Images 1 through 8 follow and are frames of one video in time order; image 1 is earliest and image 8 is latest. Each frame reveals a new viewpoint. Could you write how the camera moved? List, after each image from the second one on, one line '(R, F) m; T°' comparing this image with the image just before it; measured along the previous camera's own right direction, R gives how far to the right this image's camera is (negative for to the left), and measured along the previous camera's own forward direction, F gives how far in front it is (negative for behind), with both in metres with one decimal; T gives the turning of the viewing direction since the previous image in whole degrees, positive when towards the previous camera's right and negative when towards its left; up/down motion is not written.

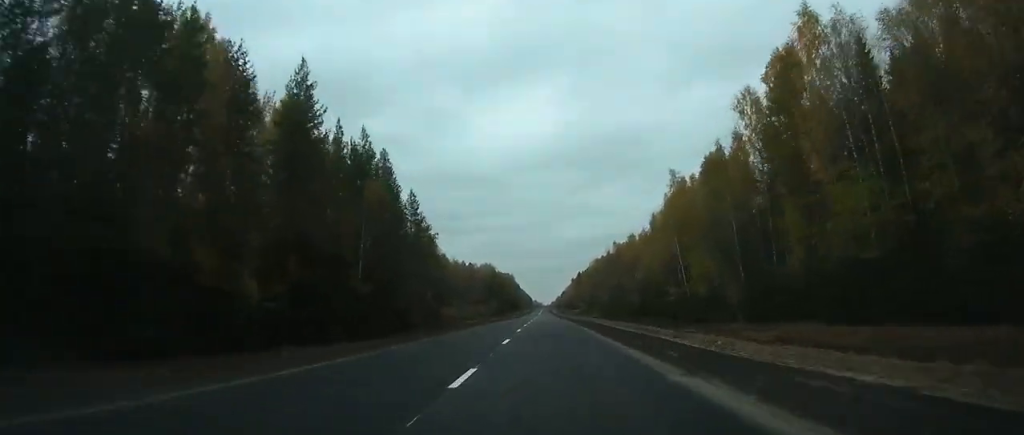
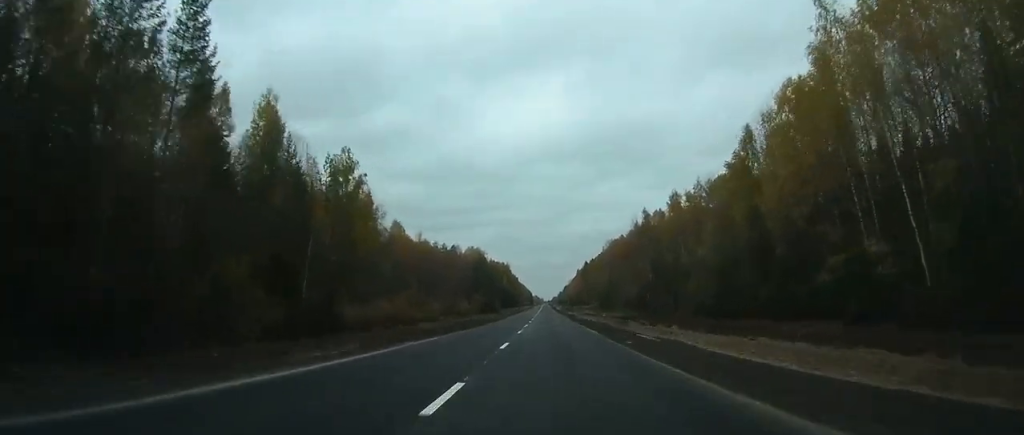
(-0.3, +62.2) m; 0°
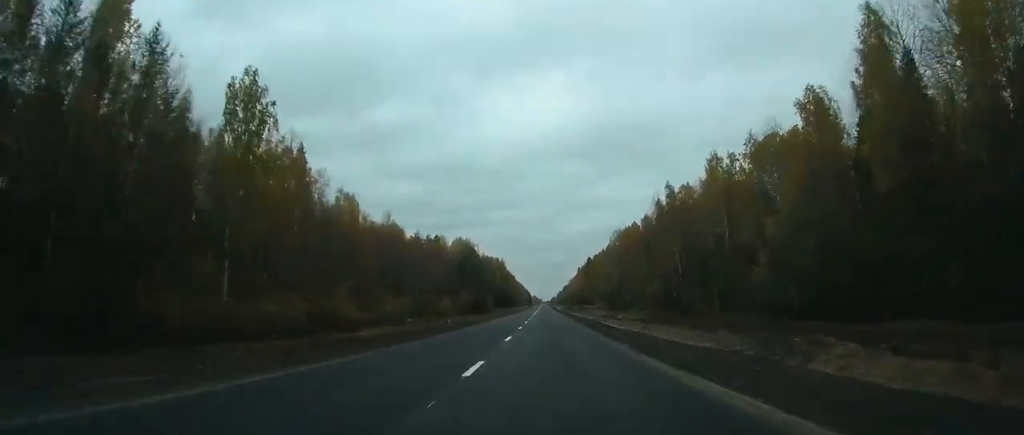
(0.0, +31.2) m; 0°
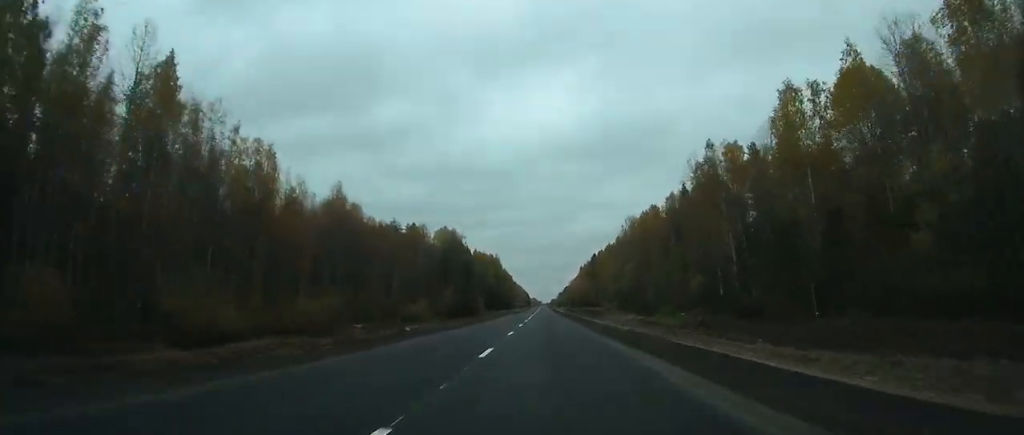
(0.0, +30.9) m; 0°
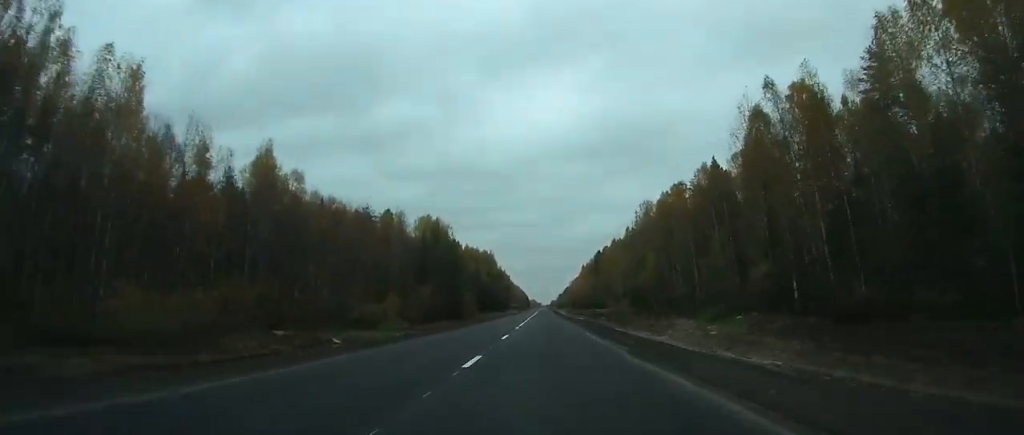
(0.0, +25.5) m; 0°
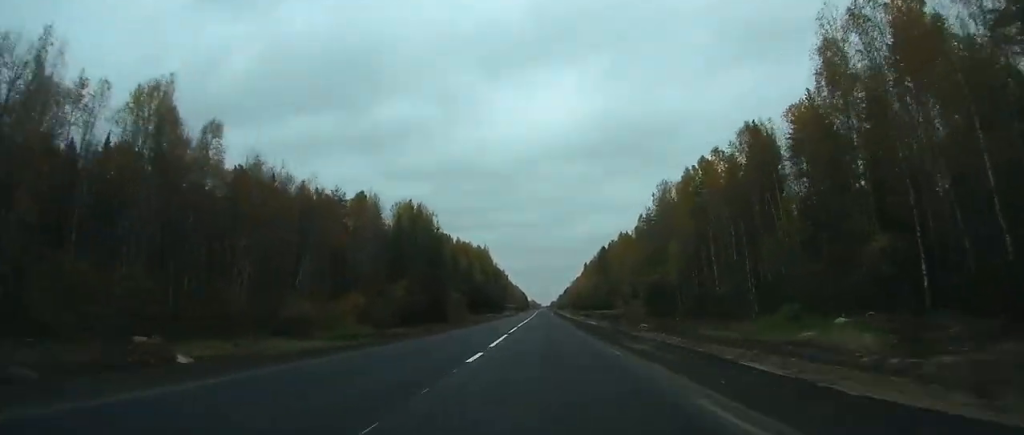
(0.0, +23.5) m; 0°
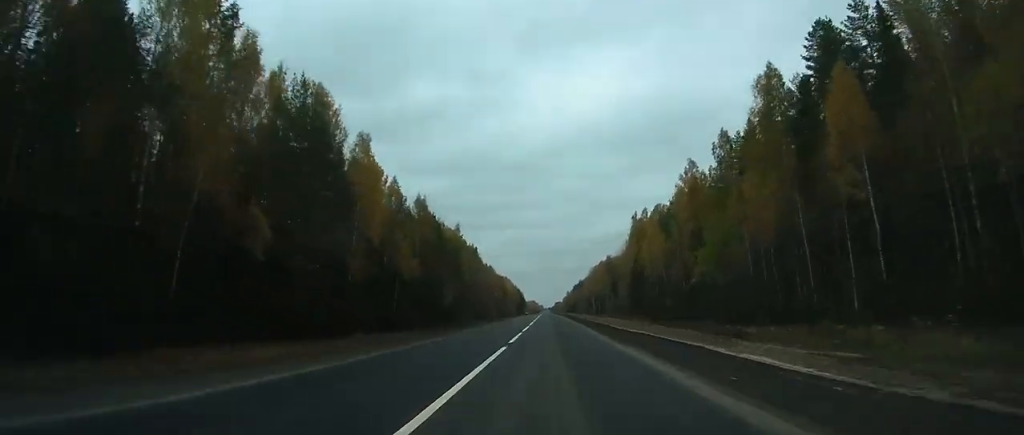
(-1.2, +196.8) m; 0°
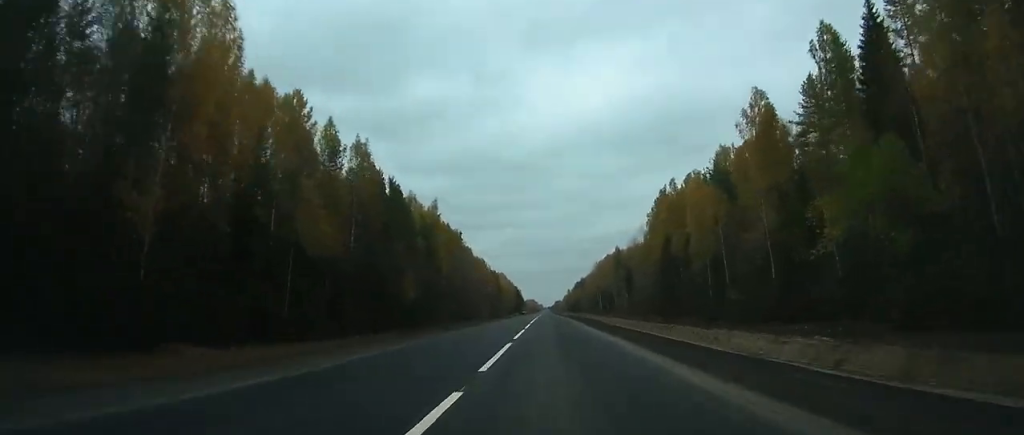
(0.0, +33.9) m; 0°
